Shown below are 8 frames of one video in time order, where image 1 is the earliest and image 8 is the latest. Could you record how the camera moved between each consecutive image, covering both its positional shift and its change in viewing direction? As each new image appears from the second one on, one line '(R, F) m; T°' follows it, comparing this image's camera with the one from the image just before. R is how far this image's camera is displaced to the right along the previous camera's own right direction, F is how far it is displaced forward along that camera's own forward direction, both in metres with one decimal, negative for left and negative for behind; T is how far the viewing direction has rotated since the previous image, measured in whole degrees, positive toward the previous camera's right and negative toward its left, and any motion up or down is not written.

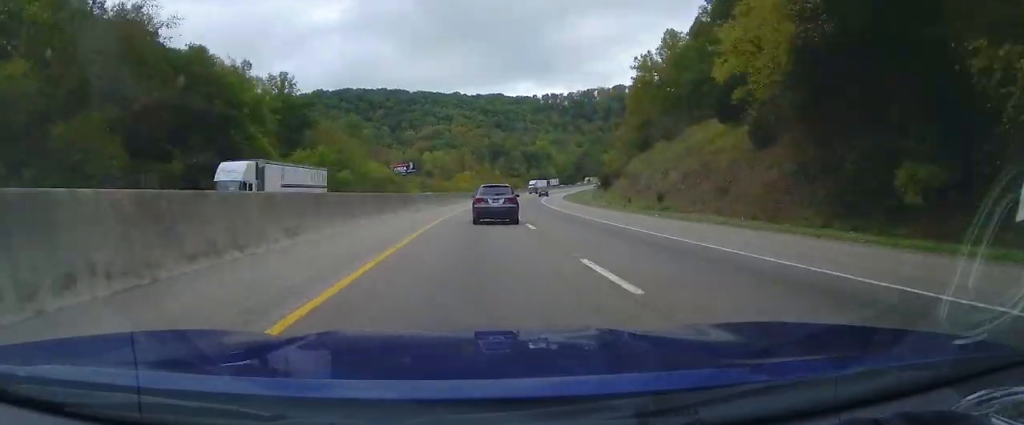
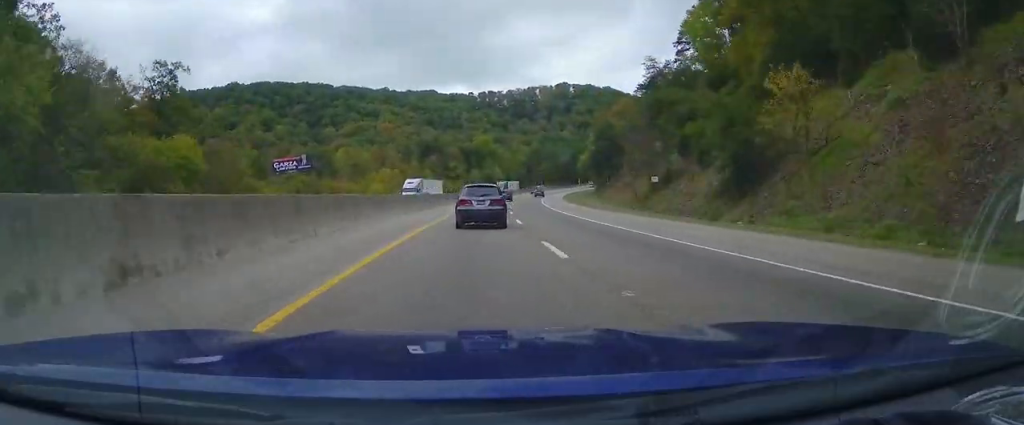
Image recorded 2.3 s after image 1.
(+4.3, +72.3) m; +7°
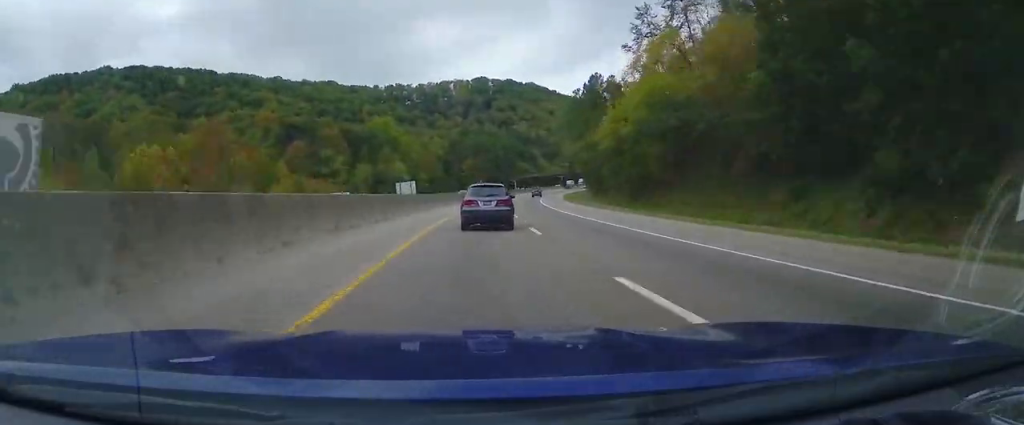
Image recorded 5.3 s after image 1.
(+8.7, +96.7) m; +9°
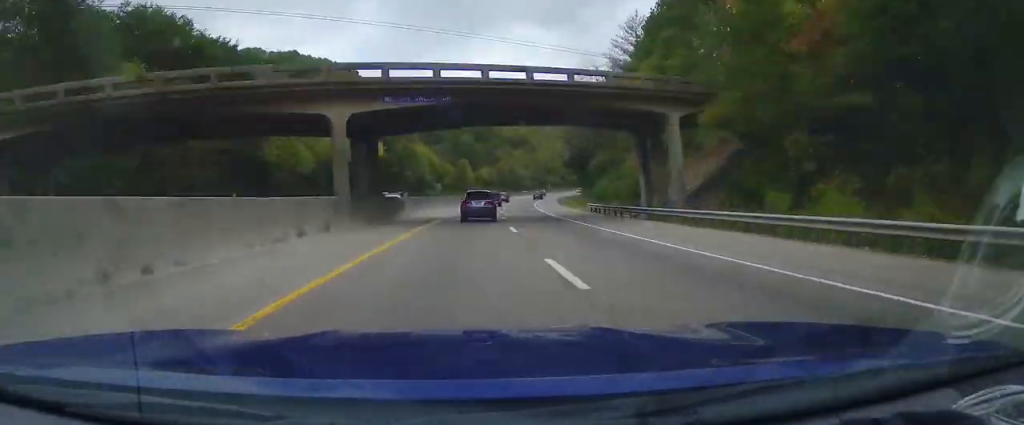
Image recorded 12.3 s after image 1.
(+38.9, +216.8) m; +21°
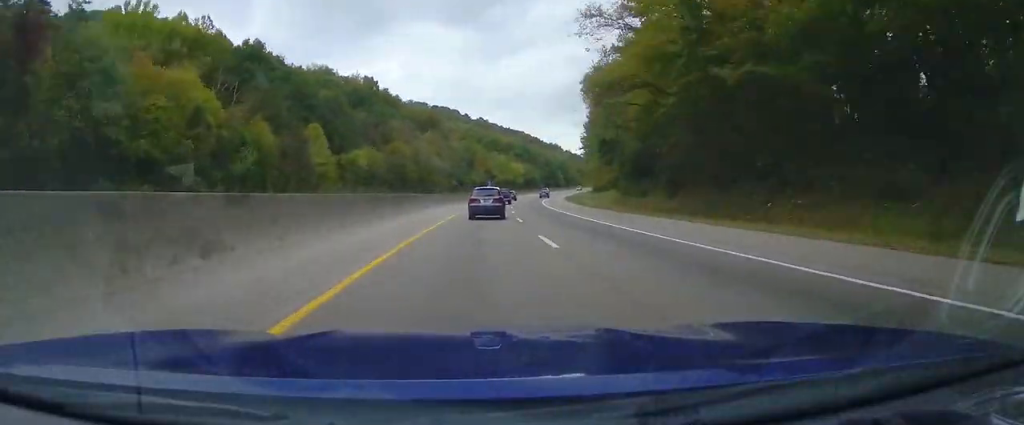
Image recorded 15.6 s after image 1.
(+8.4, +107.3) m; +10°
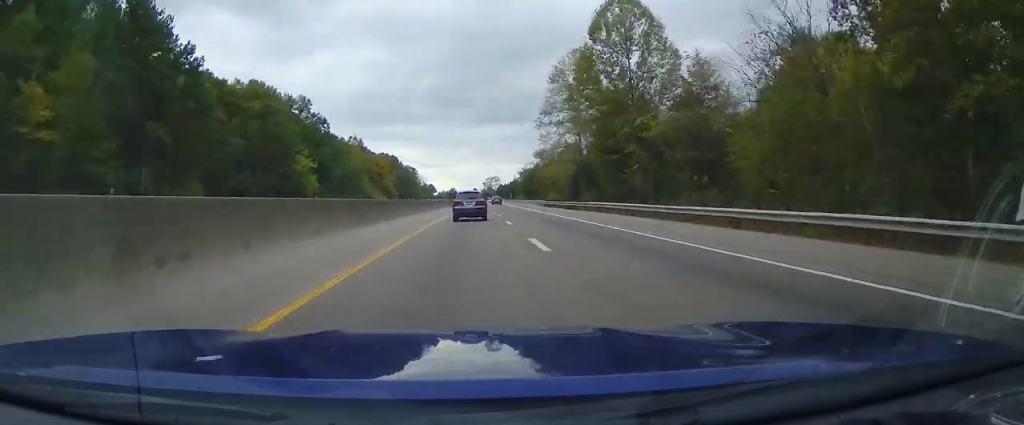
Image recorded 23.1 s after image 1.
(+43.9, +238.3) m; +16°
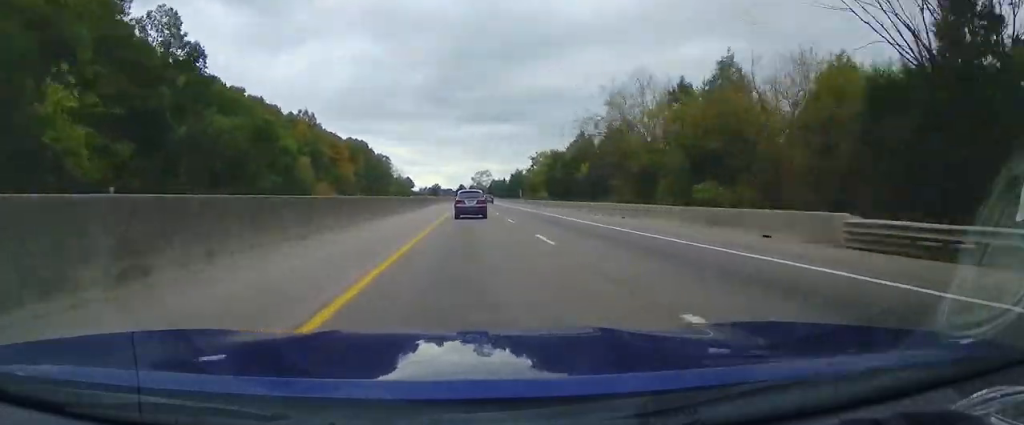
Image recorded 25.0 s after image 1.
(+1.1, +61.3) m; 0°
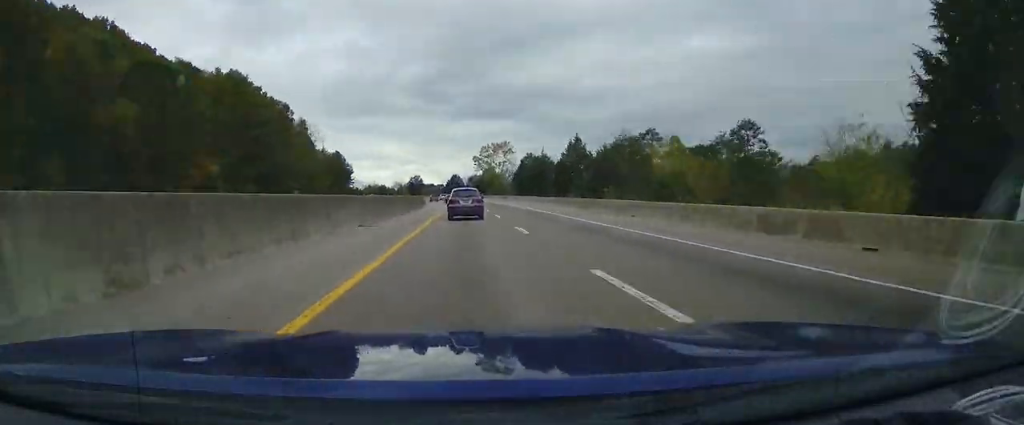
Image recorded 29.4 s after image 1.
(+0.3, +143.6) m; -3°
